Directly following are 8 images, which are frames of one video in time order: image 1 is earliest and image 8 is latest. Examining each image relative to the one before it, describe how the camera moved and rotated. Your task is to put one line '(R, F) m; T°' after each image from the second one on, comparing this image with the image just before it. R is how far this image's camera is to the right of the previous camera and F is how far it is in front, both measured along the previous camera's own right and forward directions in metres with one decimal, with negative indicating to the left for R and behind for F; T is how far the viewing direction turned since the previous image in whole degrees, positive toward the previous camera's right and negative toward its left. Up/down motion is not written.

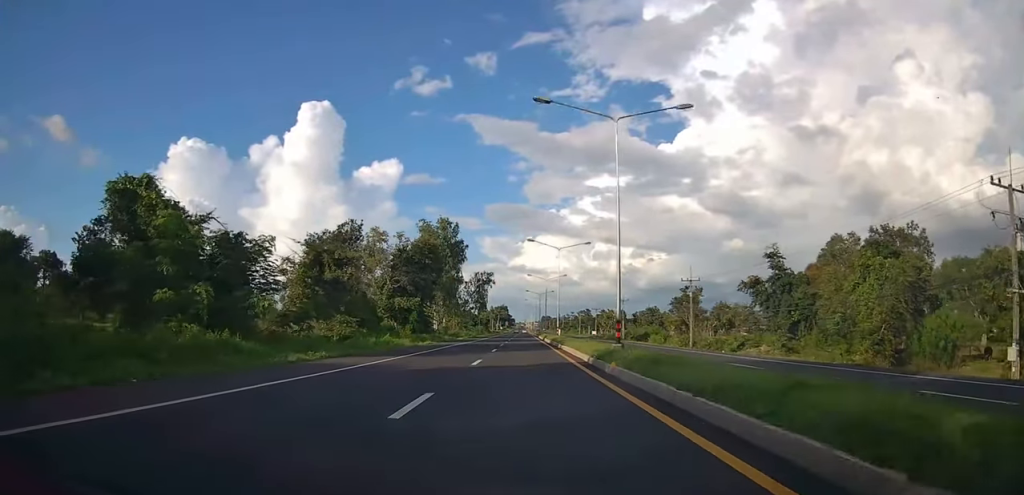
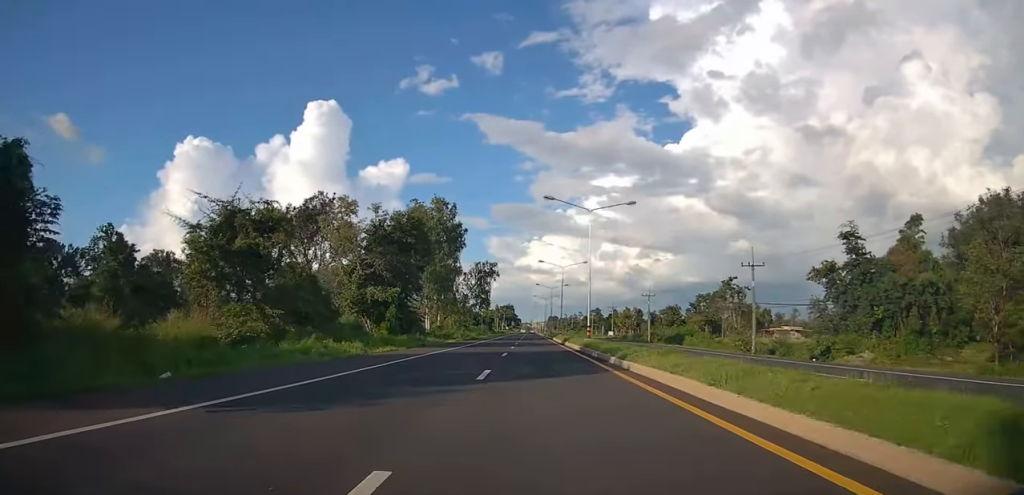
(+0.1, +18.1) m; -1°
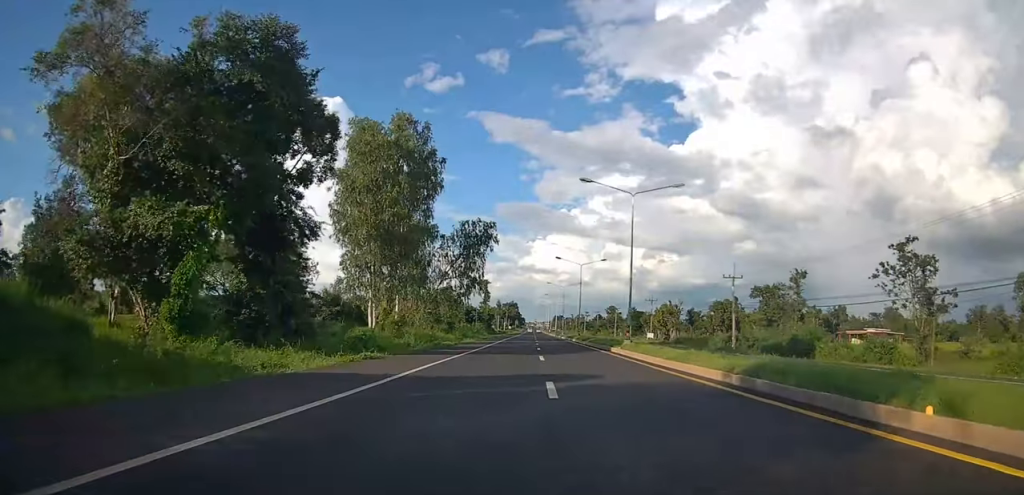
(-1.2, +40.1) m; -2°
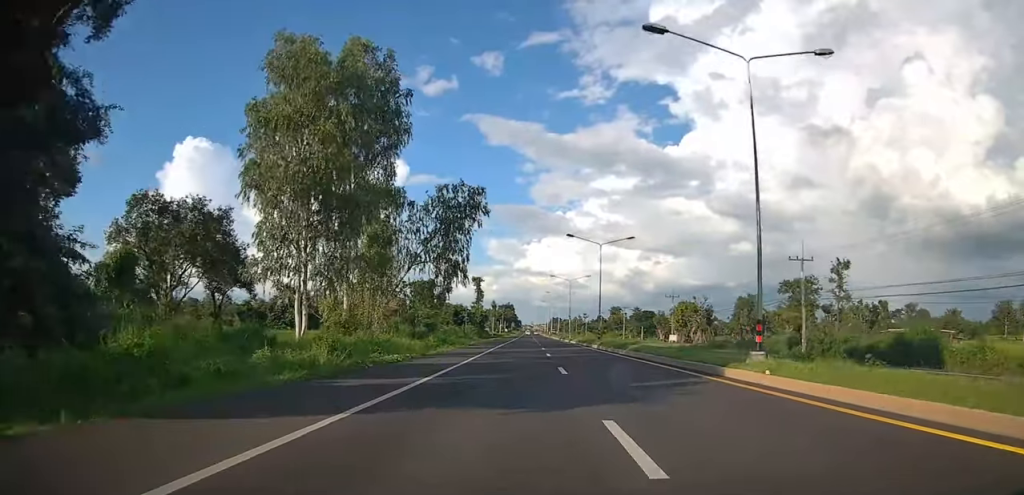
(-0.1, +18.0) m; +1°
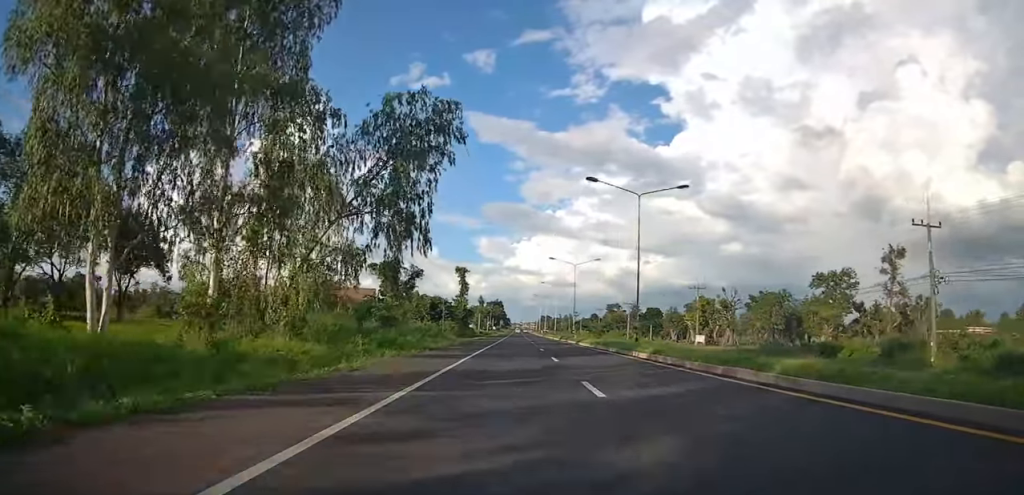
(+0.6, +18.7) m; +2°
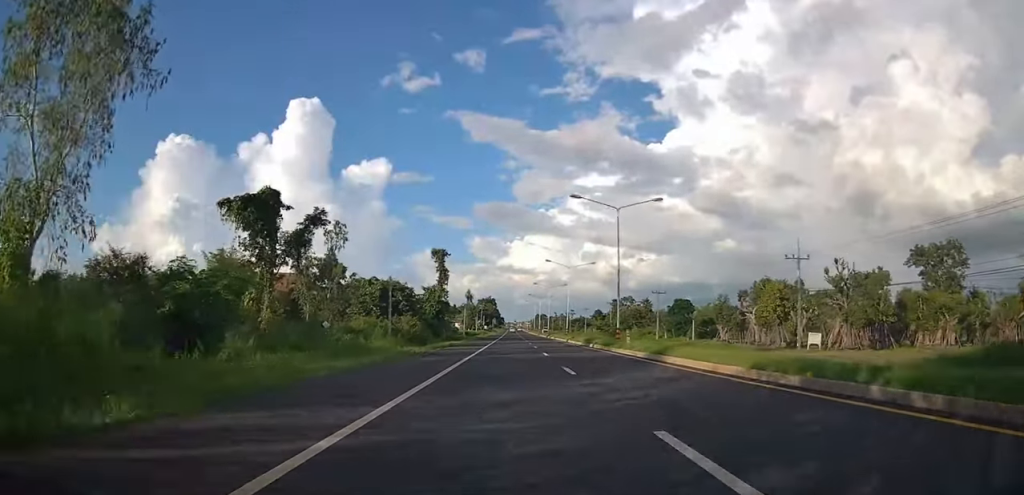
(+0.4, +31.1) m; -1°
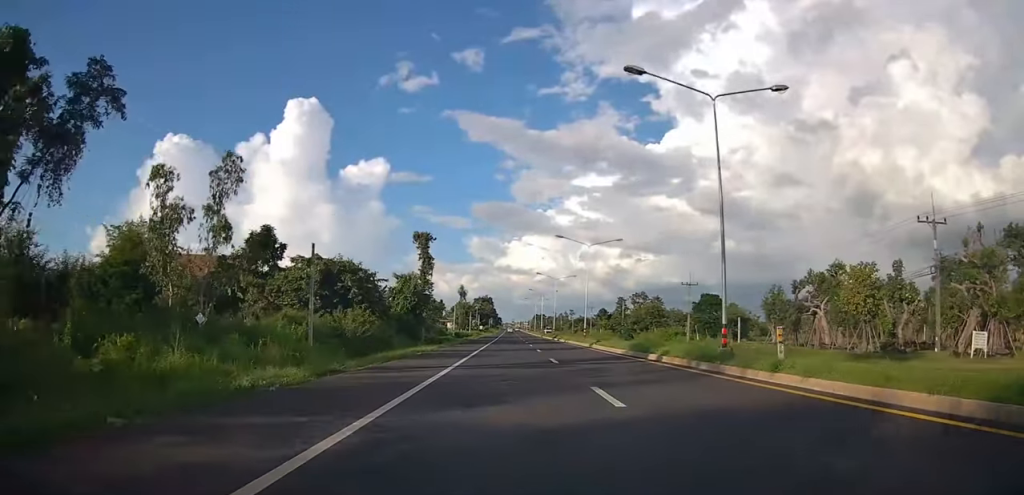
(-0.5, +18.5) m; 0°
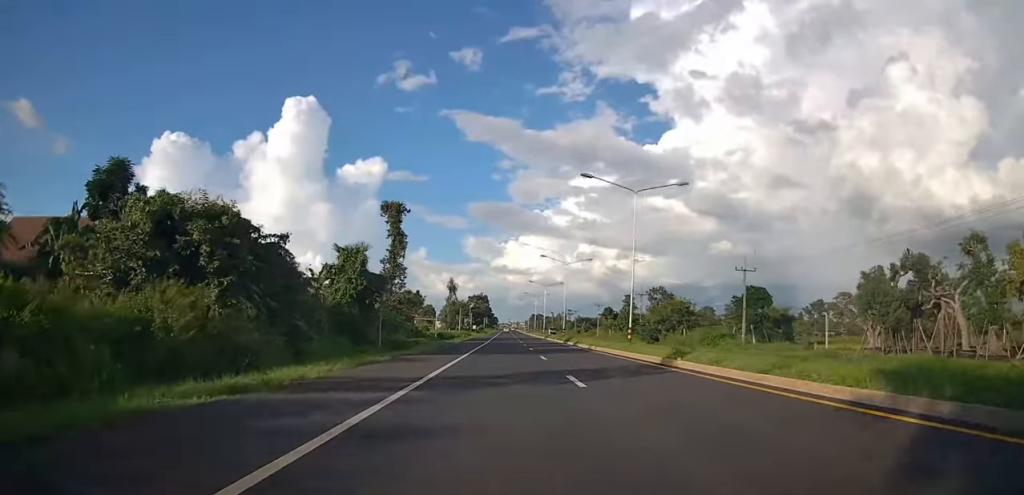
(+0.2, +20.9) m; +1°
